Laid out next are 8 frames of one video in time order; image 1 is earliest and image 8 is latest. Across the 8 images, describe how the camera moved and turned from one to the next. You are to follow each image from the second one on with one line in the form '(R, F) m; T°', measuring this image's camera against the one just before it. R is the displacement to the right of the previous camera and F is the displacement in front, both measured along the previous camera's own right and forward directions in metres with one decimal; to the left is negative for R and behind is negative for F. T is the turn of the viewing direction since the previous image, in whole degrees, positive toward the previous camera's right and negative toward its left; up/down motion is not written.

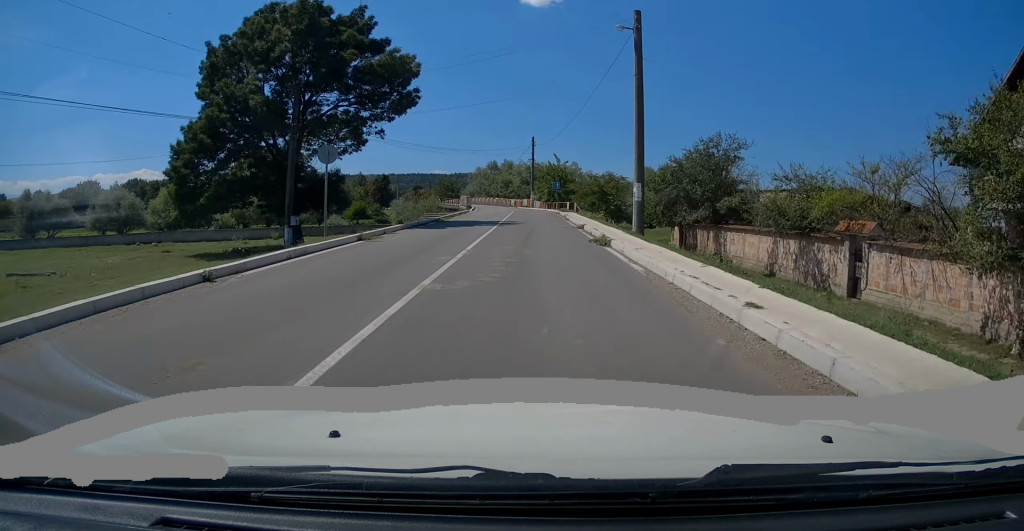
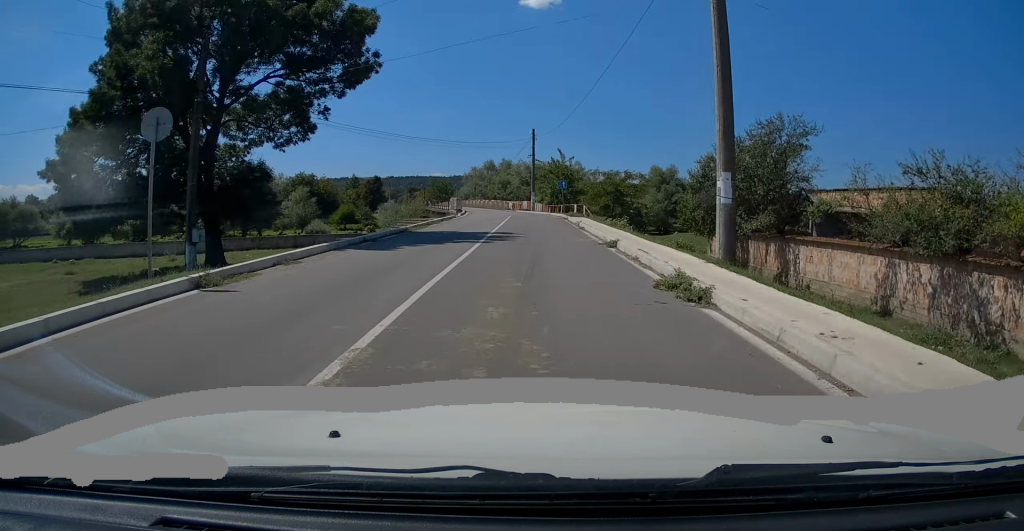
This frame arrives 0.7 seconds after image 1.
(0.0, +9.0) m; 0°
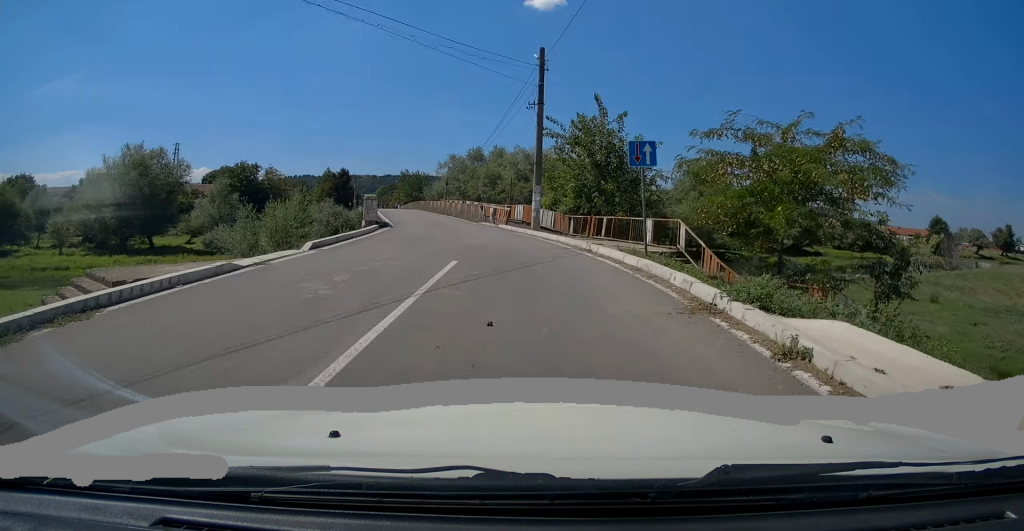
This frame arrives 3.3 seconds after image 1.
(-0.3, +30.6) m; -3°
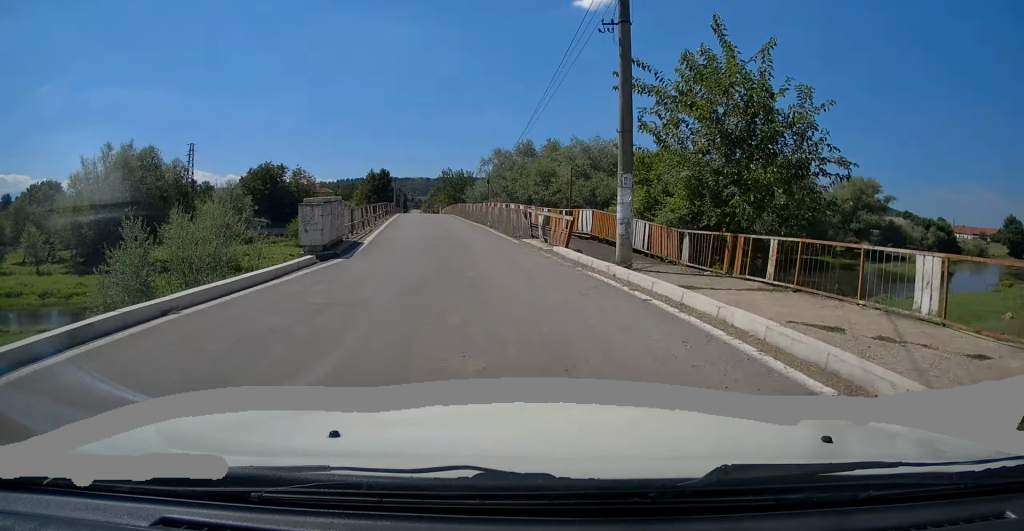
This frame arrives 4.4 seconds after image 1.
(-0.4, +12.0) m; -3°
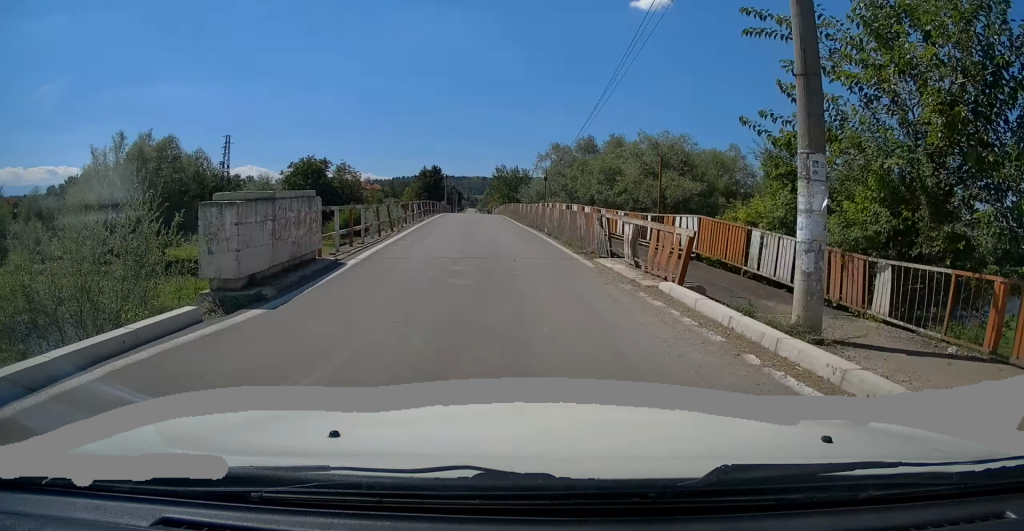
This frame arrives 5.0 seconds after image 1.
(-0.1, +6.4) m; -2°
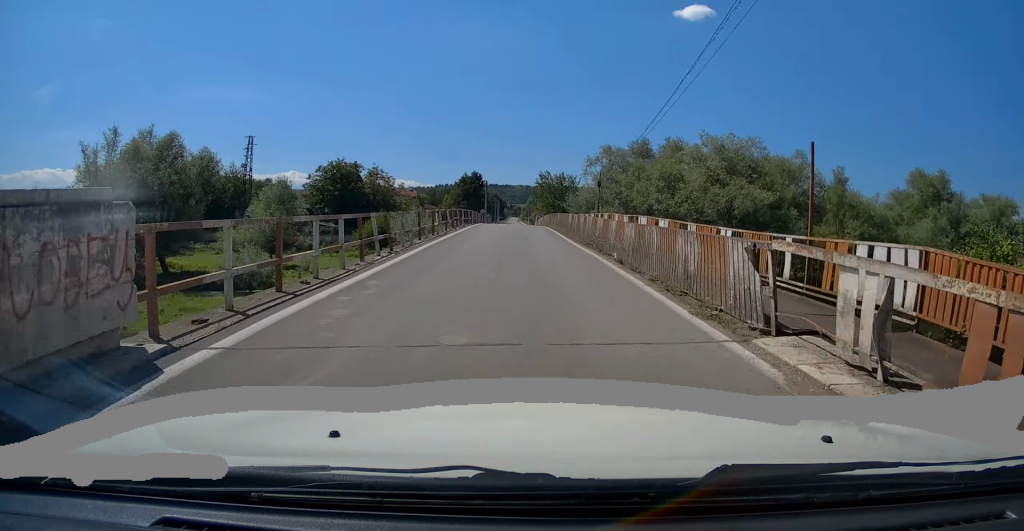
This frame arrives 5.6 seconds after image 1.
(+0.1, +6.7) m; -3°
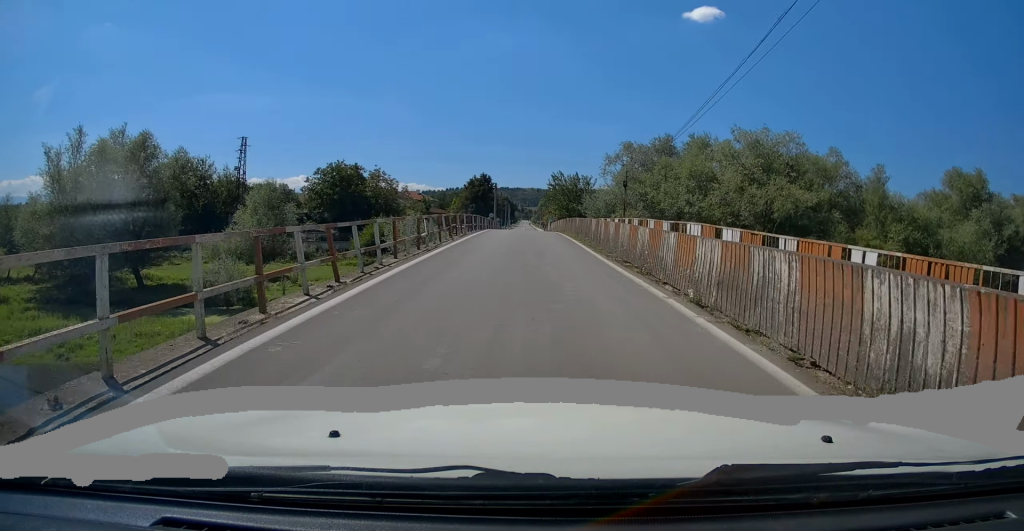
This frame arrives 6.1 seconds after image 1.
(-0.4, +5.5) m; -2°
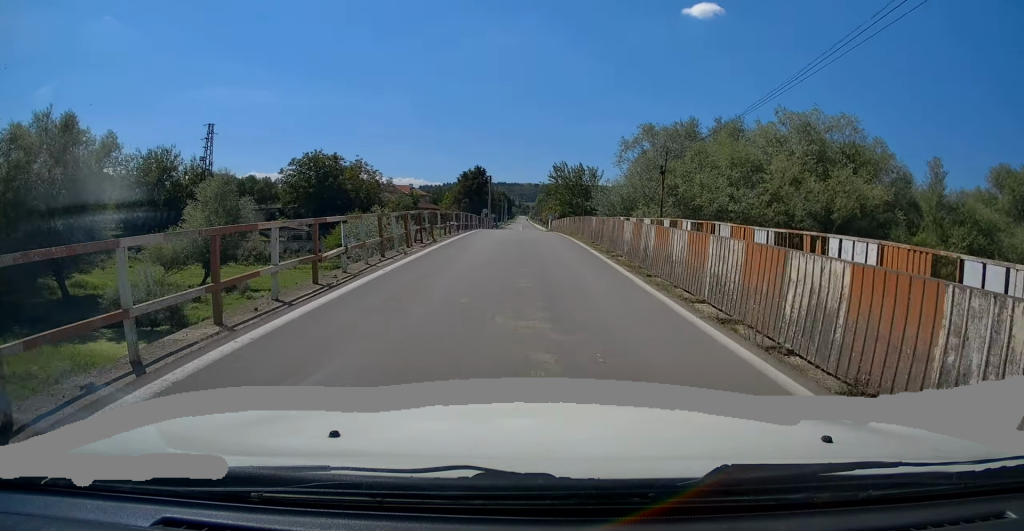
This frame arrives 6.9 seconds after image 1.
(-0.3, +8.5) m; -2°
